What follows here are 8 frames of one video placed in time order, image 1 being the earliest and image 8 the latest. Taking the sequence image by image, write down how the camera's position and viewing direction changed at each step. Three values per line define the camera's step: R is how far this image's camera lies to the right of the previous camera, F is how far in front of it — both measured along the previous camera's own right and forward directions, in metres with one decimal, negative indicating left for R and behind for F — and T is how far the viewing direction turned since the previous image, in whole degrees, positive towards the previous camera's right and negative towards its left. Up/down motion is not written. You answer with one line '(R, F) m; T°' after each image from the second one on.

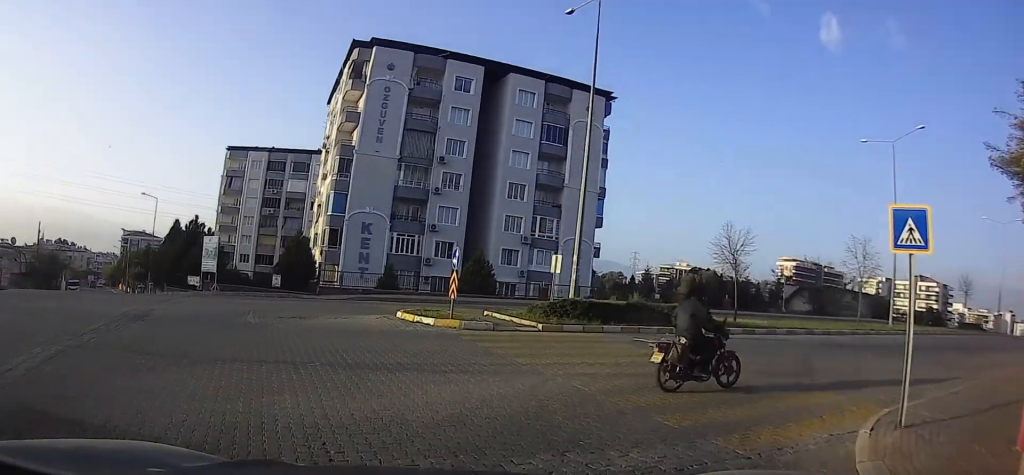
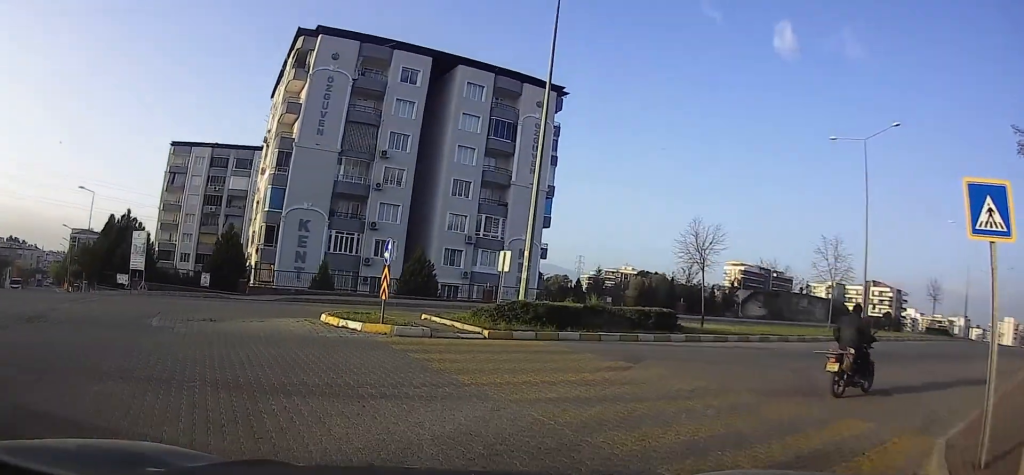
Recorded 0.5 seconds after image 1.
(-0.1, +2.0) m; +3°
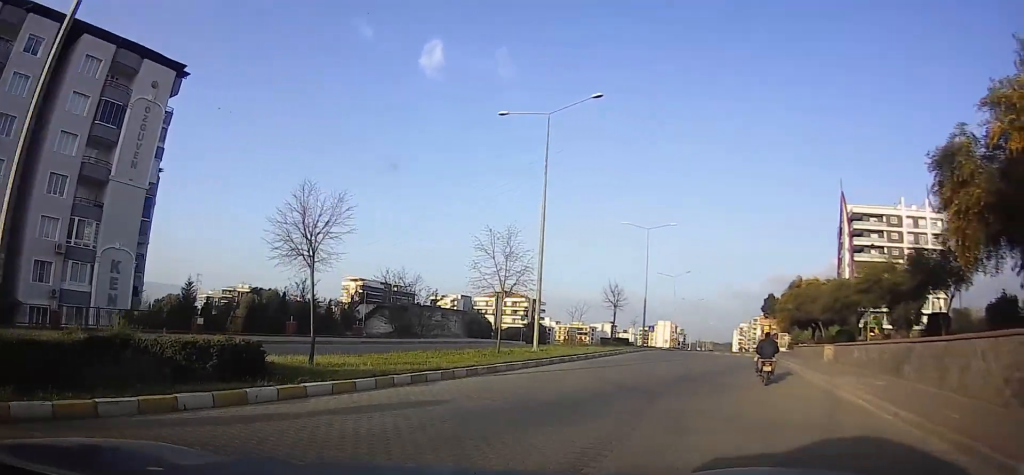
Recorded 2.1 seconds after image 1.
(+2.1, +5.9) m; +44°
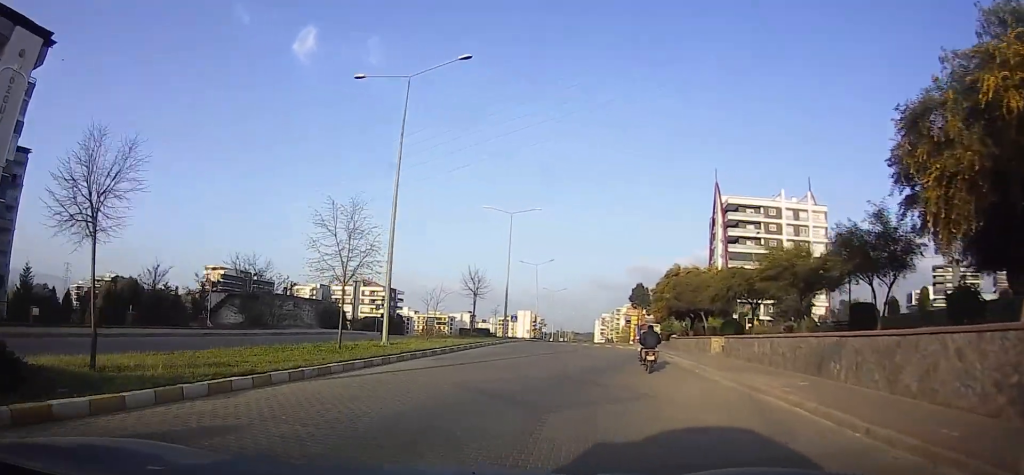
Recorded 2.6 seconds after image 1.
(+0.5, +2.7) m; +12°
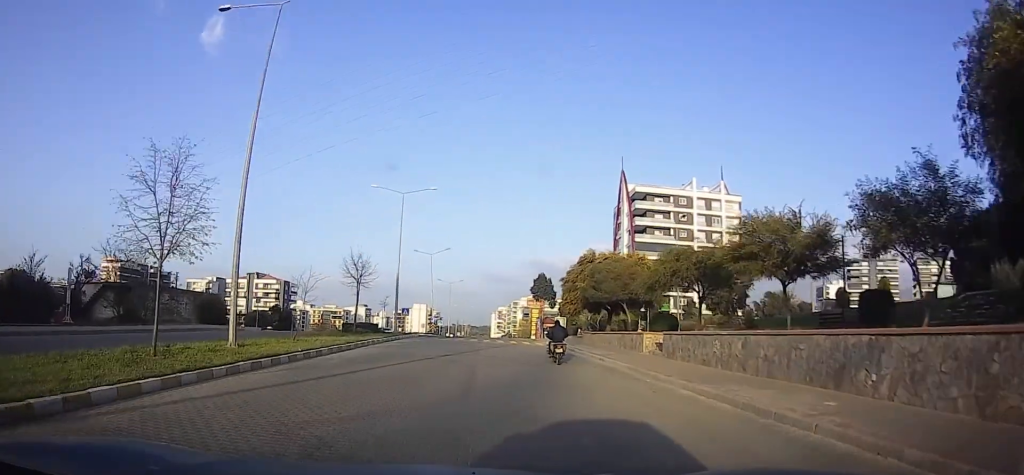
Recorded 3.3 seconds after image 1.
(+0.5, +5.1) m; +6°
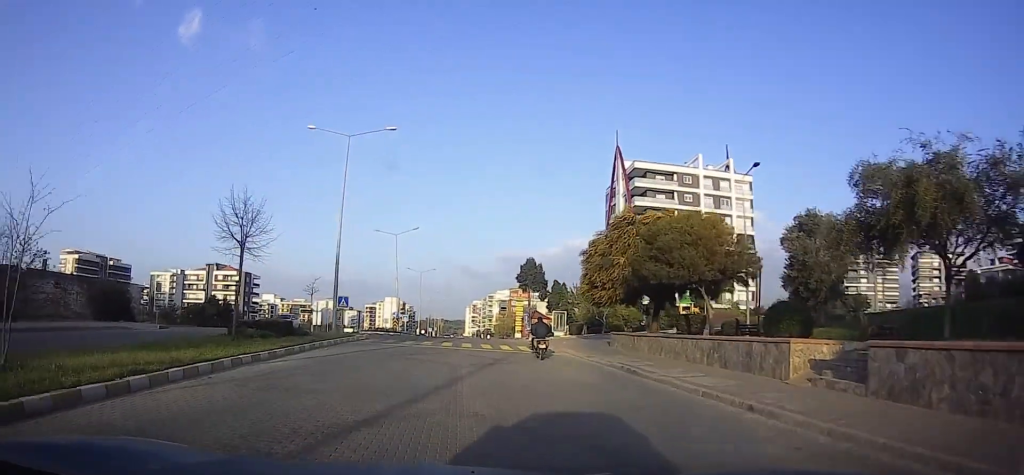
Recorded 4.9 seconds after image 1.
(+0.8, +13.1) m; +9°
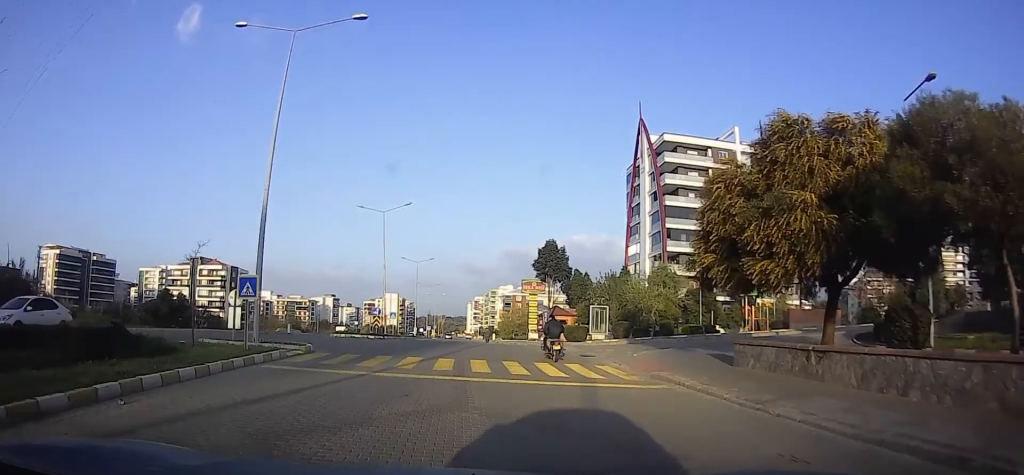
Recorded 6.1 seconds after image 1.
(+0.9, +12.7) m; +4°
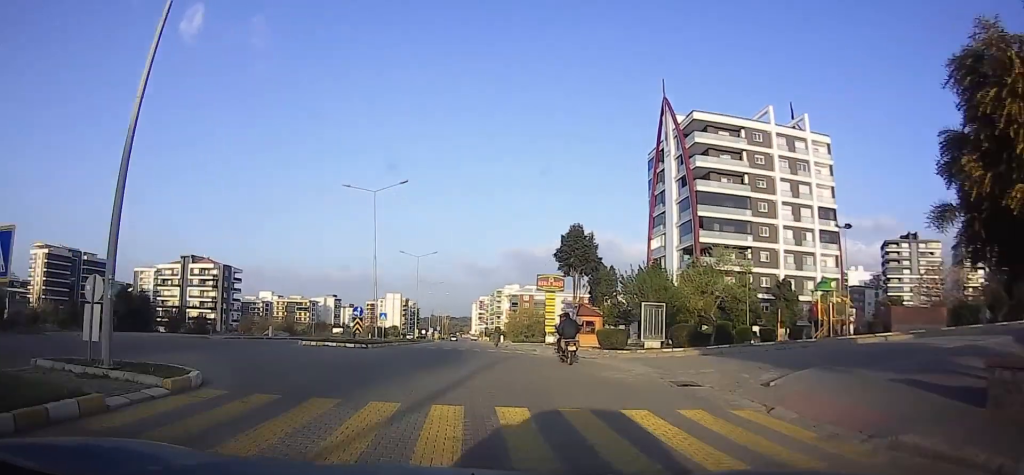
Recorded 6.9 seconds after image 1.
(0.0, +9.5) m; -1°
